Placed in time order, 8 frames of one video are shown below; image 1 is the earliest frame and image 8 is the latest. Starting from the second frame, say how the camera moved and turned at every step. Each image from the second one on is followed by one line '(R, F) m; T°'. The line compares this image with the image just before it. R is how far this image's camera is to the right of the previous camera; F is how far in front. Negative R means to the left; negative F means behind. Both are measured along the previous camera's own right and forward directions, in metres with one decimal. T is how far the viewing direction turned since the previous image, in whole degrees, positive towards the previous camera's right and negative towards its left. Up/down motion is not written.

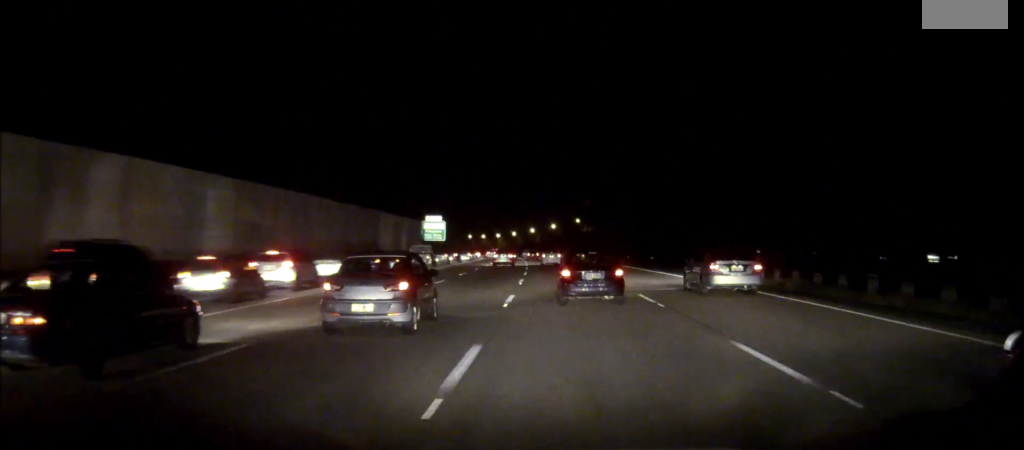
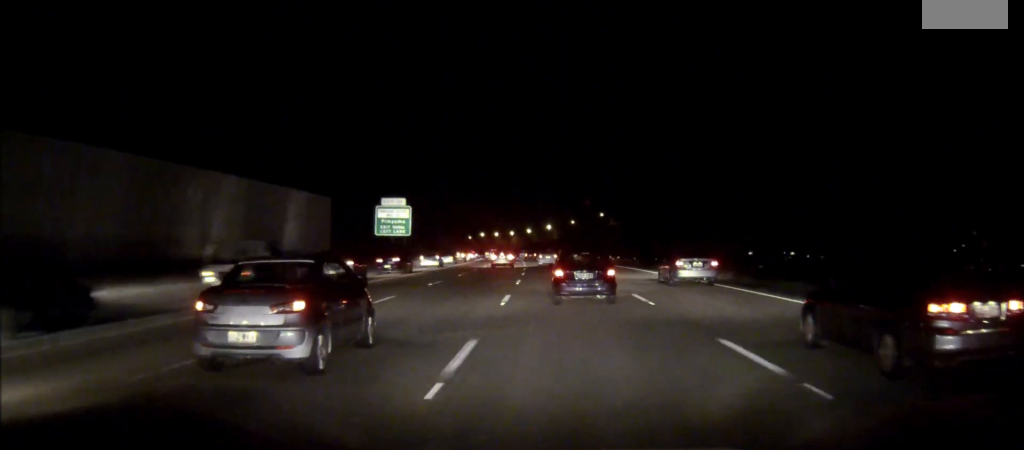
(-0.7, +47.2) m; -1°
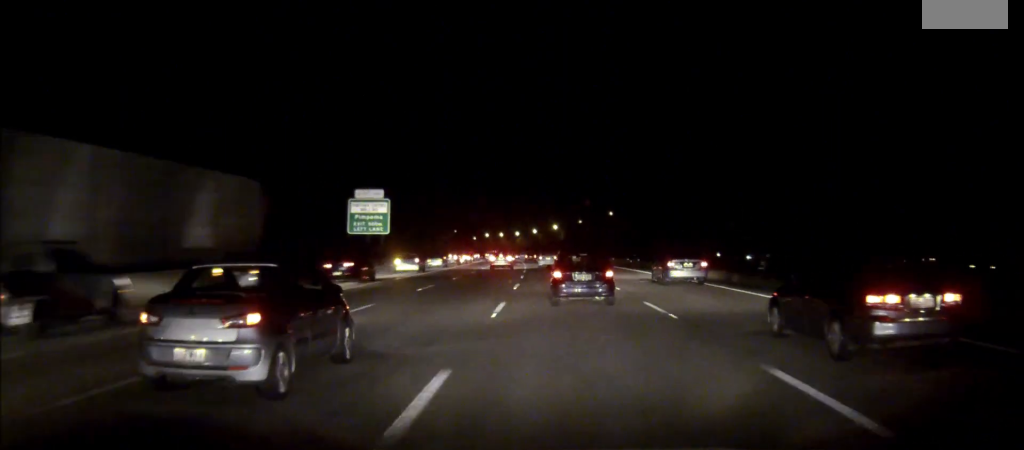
(0.0, +14.8) m; 0°
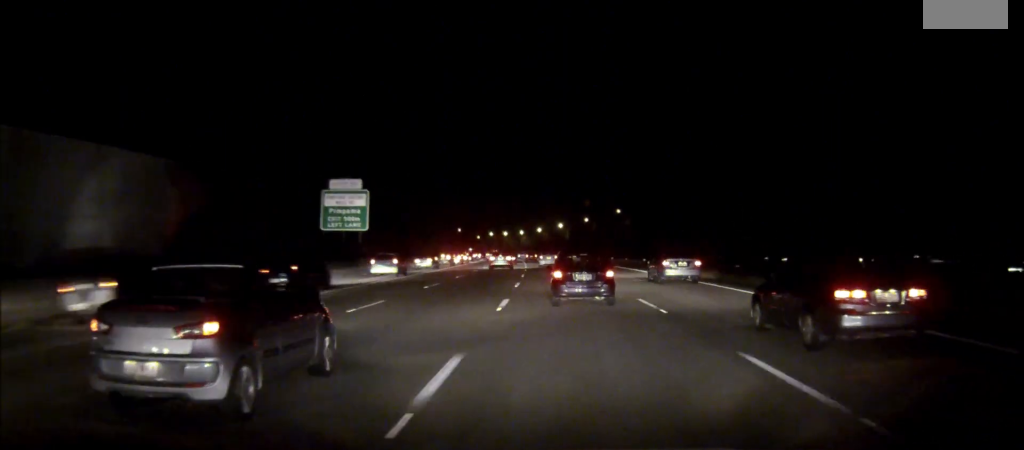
(0.0, +10.5) m; 0°
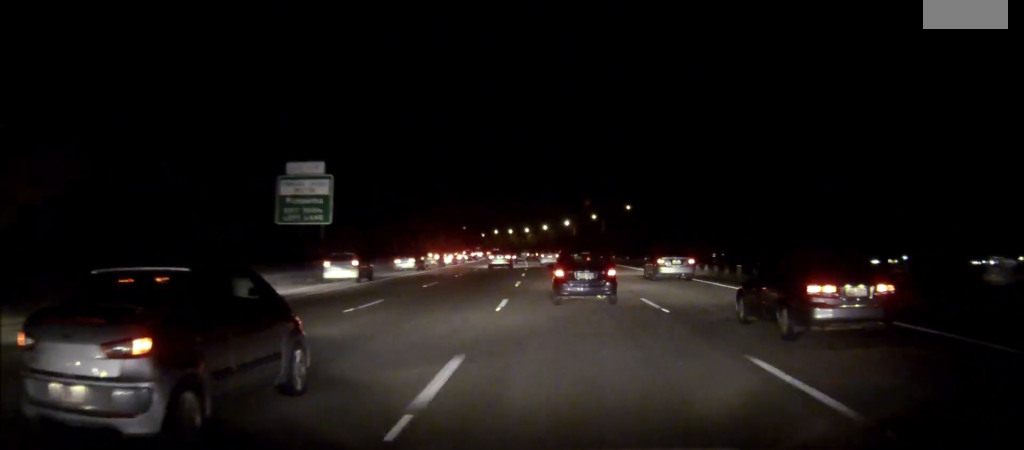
(-0.1, +12.3) m; 0°
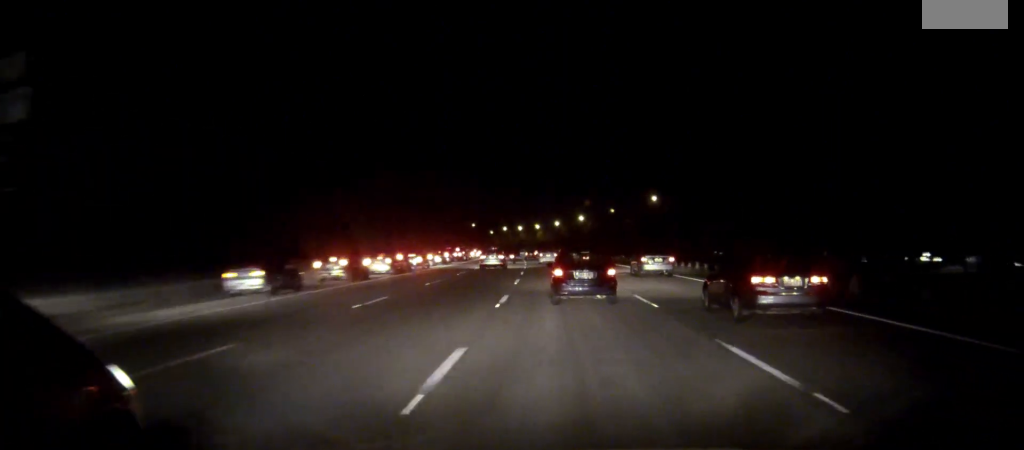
(-0.3, +34.6) m; -1°
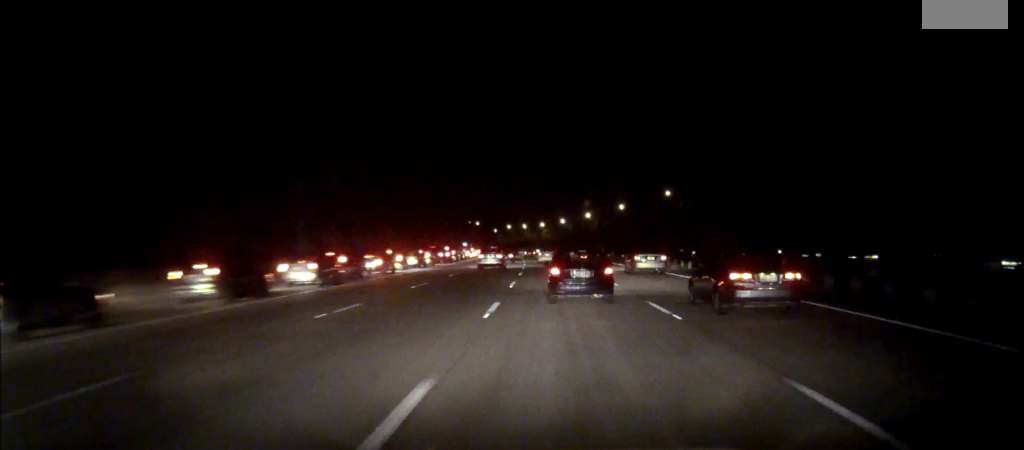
(0.0, +15.1) m; 0°
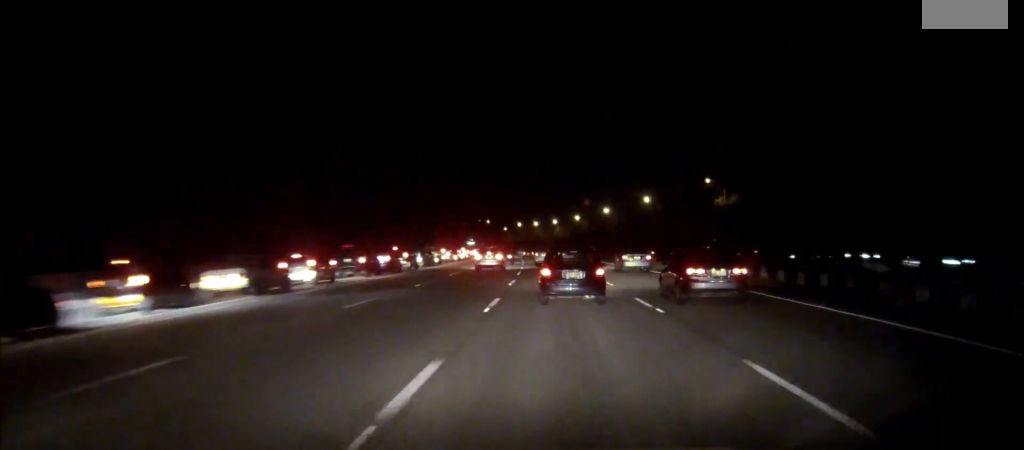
(-0.3, +34.7) m; -1°
